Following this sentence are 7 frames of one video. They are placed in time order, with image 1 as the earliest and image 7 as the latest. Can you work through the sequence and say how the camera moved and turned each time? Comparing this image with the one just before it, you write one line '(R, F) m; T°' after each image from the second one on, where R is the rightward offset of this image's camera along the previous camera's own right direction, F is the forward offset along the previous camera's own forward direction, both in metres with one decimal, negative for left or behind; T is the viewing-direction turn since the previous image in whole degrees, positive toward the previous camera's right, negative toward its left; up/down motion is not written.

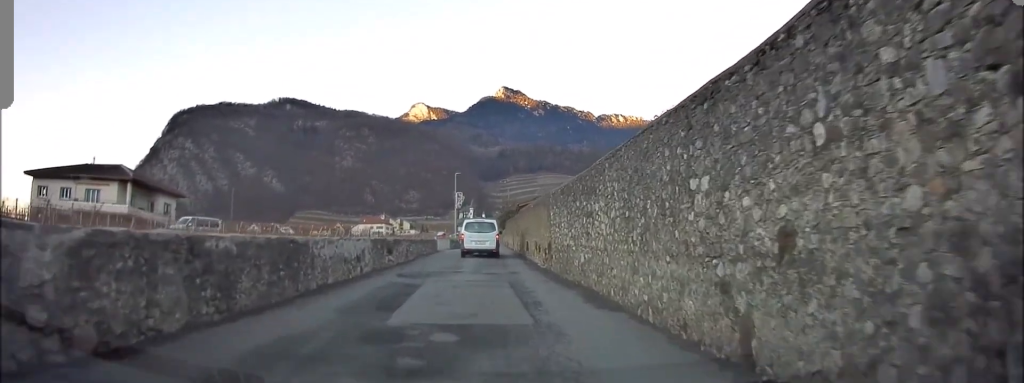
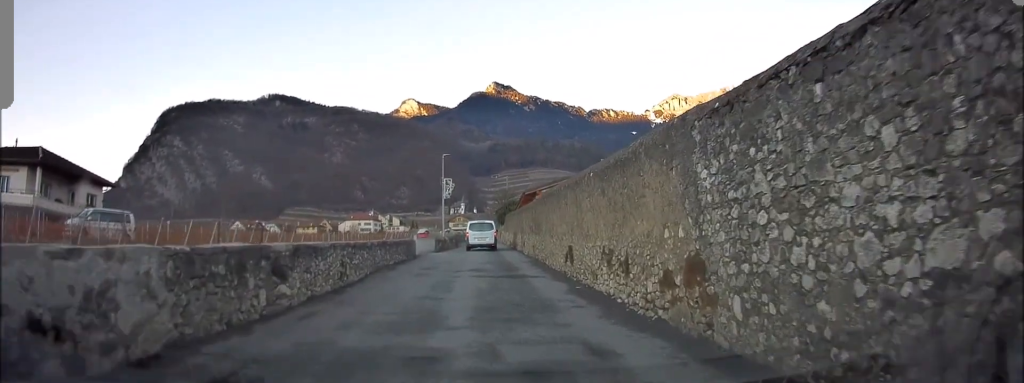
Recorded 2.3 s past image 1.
(+0.3, +13.0) m; +2°
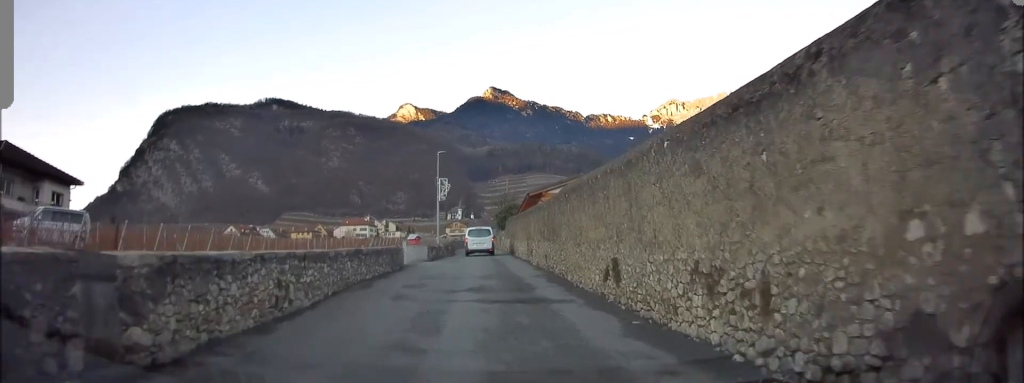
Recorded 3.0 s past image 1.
(0.0, +4.0) m; 0°
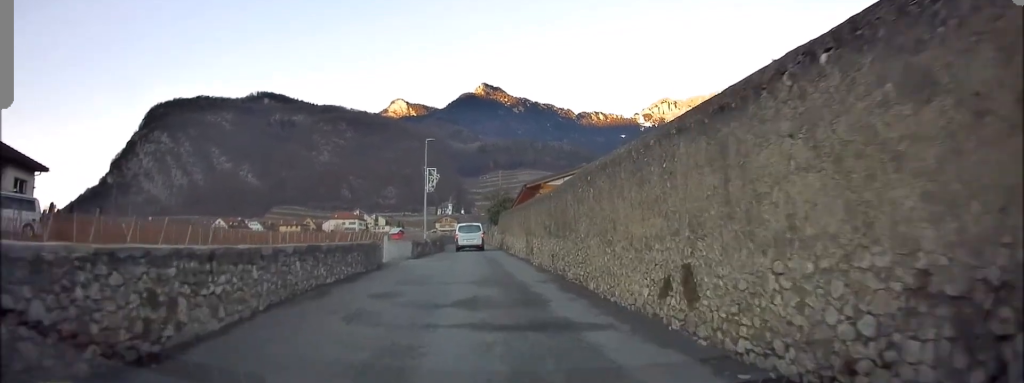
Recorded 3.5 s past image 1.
(0.0, +3.0) m; 0°
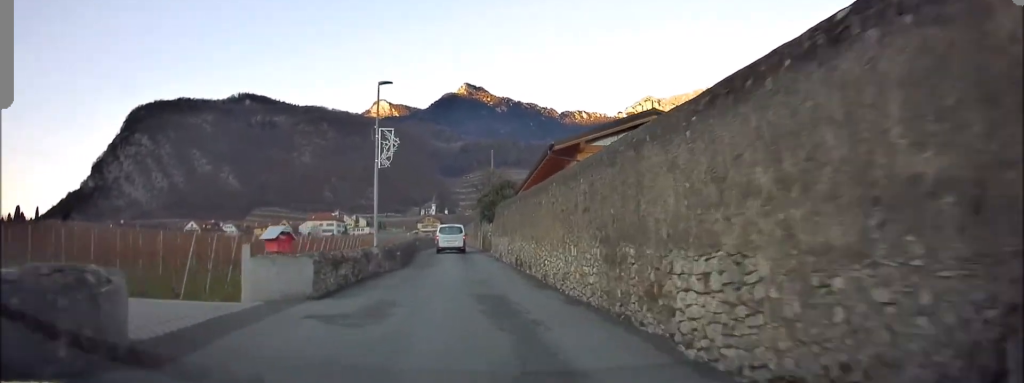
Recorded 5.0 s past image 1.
(+0.1, +10.0) m; +1°
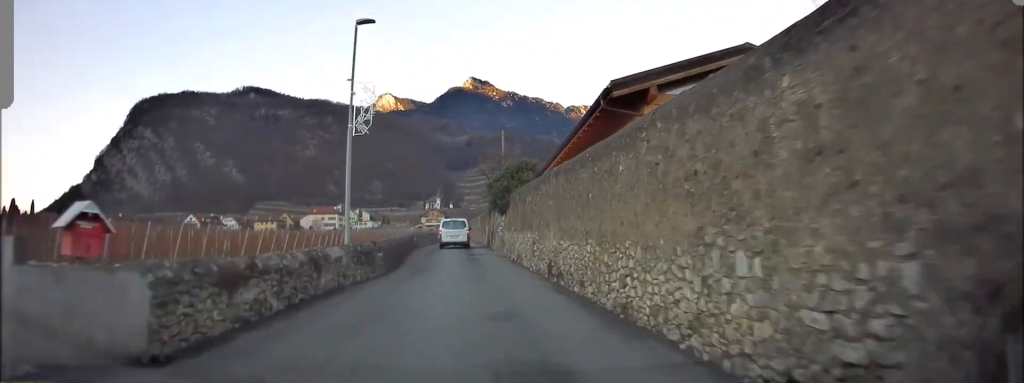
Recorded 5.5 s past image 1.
(0.0, +5.1) m; 0°
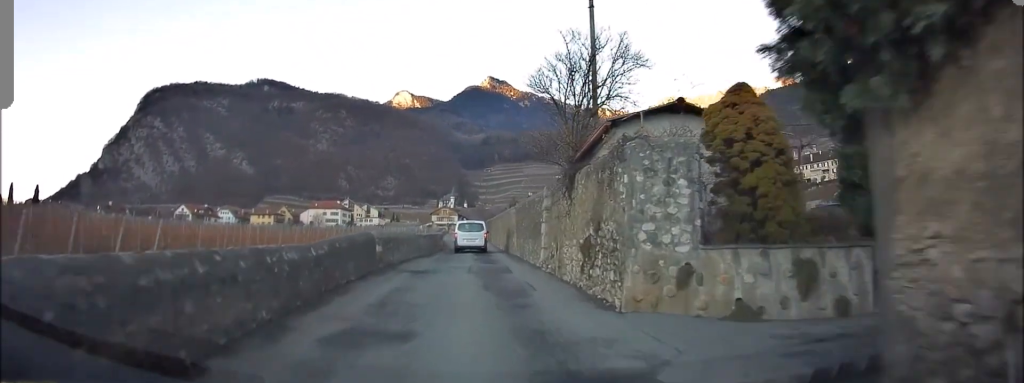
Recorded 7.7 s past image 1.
(0.0, +23.4) m; -1°
